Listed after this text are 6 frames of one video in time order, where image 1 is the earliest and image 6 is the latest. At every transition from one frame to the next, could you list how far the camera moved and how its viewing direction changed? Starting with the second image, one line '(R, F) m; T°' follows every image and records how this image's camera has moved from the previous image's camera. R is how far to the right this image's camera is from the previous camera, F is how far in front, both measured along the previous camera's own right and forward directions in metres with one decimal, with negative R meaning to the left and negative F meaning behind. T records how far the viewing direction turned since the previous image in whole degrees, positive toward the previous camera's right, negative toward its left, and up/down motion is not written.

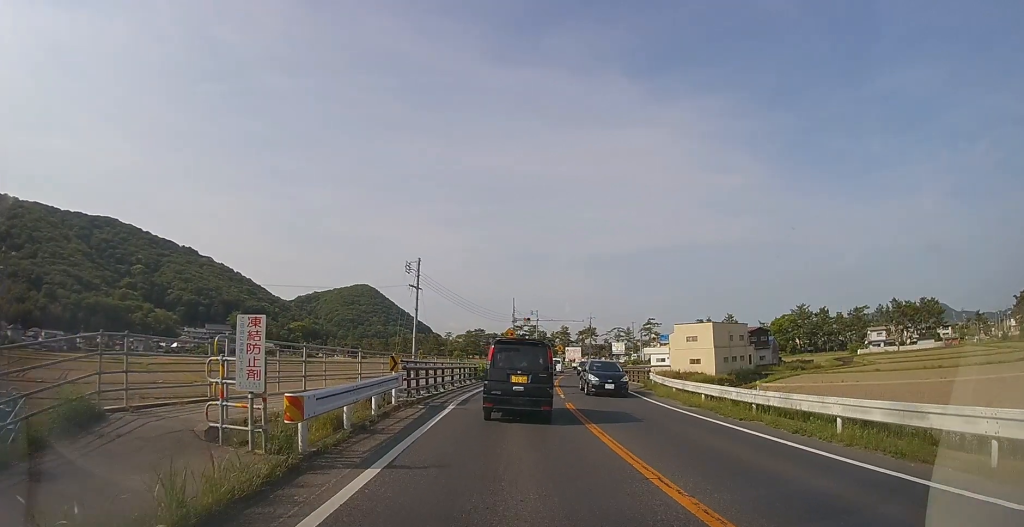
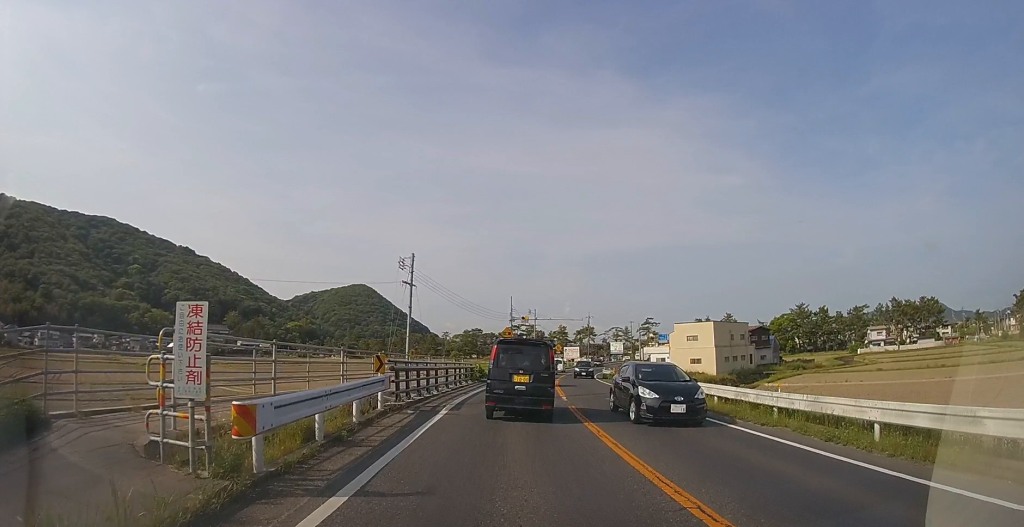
(0.0, +1.2) m; 0°
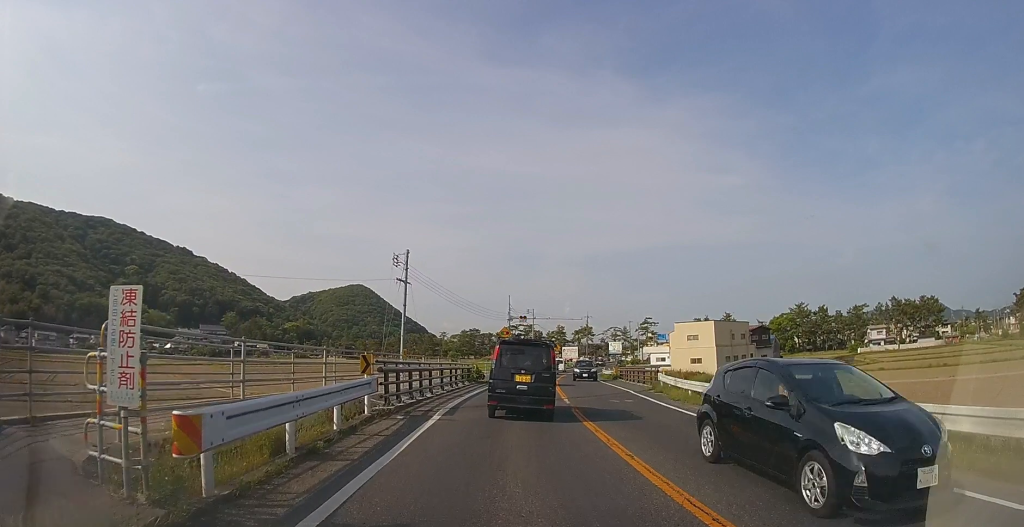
(0.0, +0.9) m; 0°
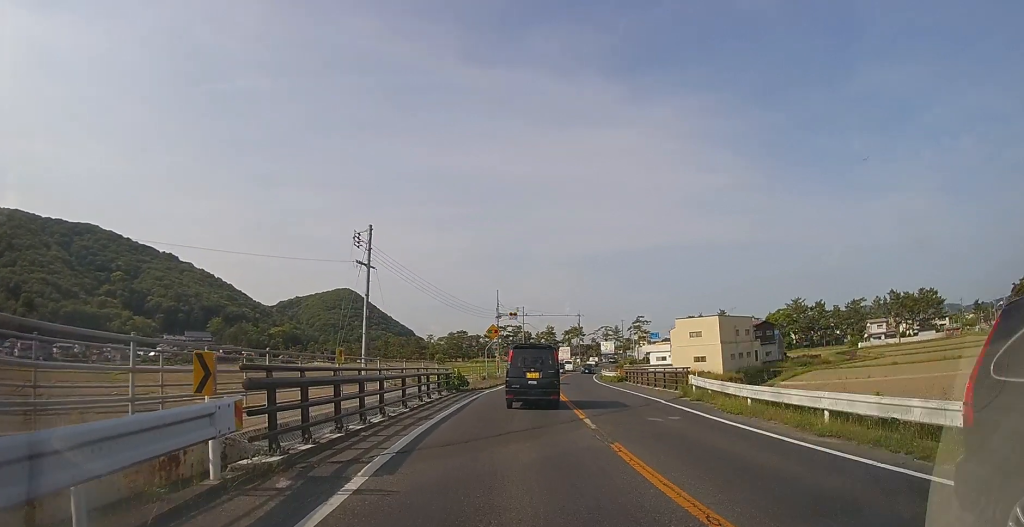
(0.0, +5.3) m; +1°
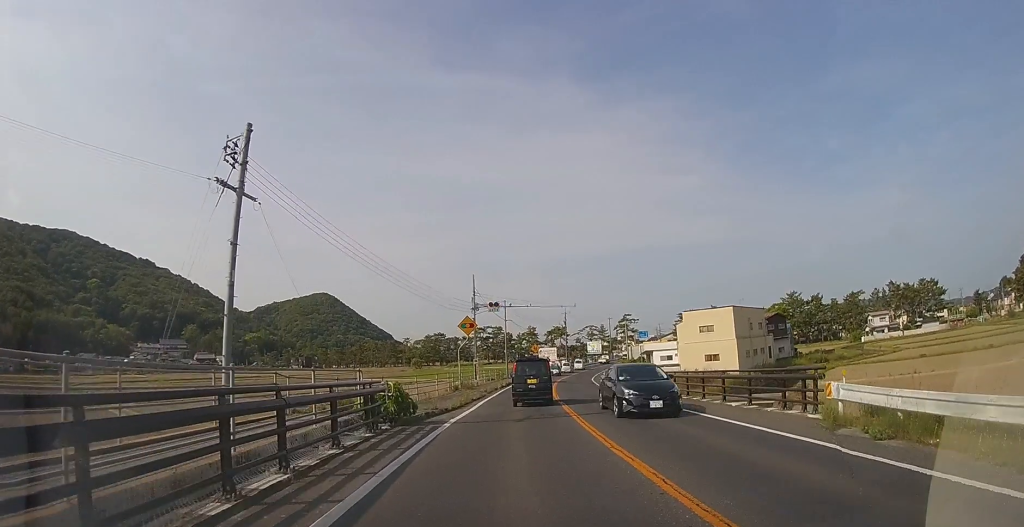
(+0.2, +9.8) m; +3°
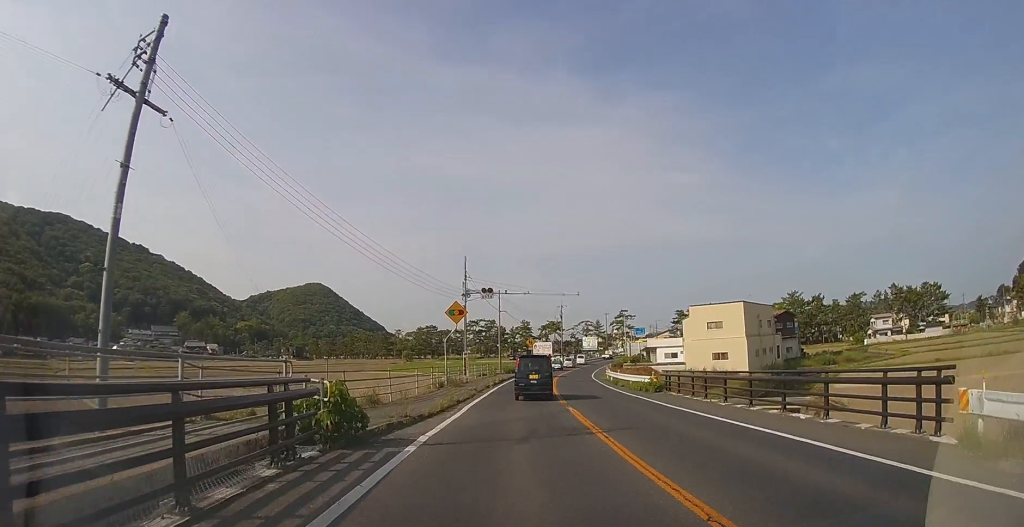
(0.0, +3.9) m; +1°
